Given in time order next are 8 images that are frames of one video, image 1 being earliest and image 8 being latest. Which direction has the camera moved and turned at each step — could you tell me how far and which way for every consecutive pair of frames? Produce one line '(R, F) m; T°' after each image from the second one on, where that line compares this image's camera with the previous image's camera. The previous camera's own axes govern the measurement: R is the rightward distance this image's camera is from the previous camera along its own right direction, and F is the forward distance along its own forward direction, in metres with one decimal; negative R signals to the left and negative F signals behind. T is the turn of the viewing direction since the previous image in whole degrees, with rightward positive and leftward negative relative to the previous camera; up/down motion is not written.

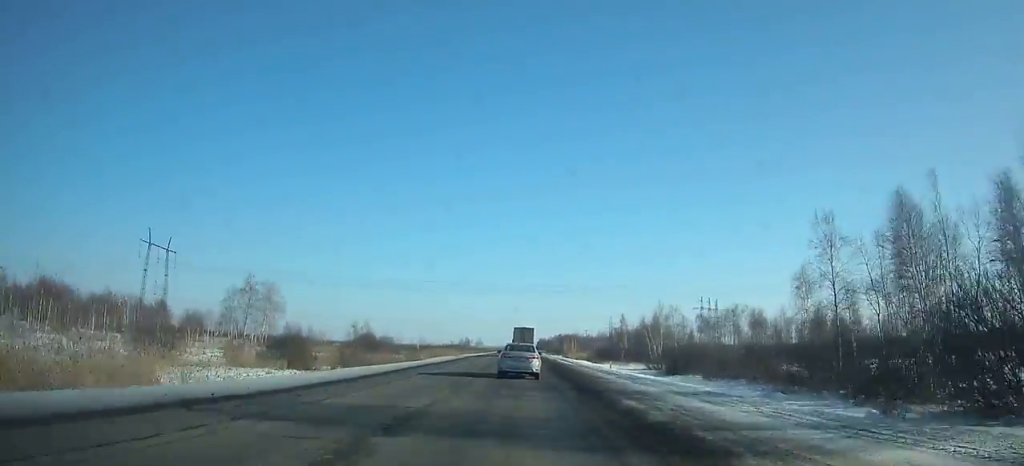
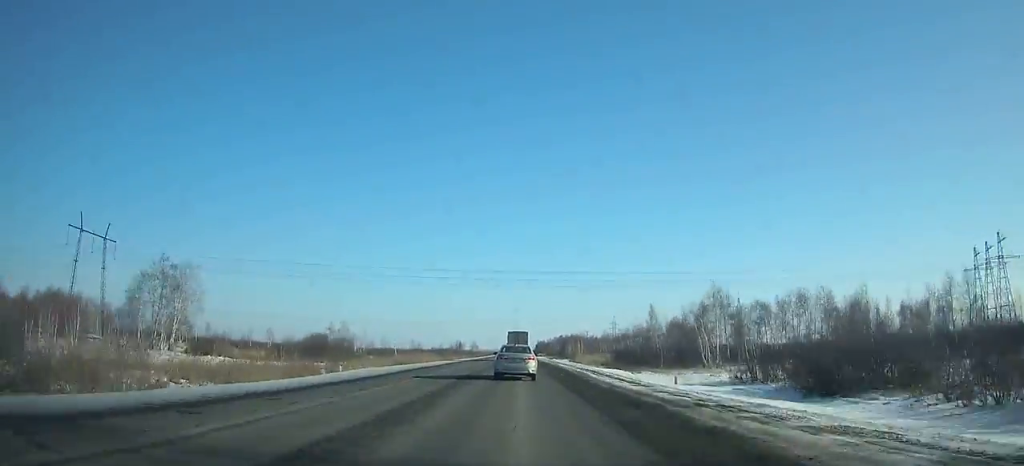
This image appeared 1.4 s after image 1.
(0.0, +31.6) m; 0°
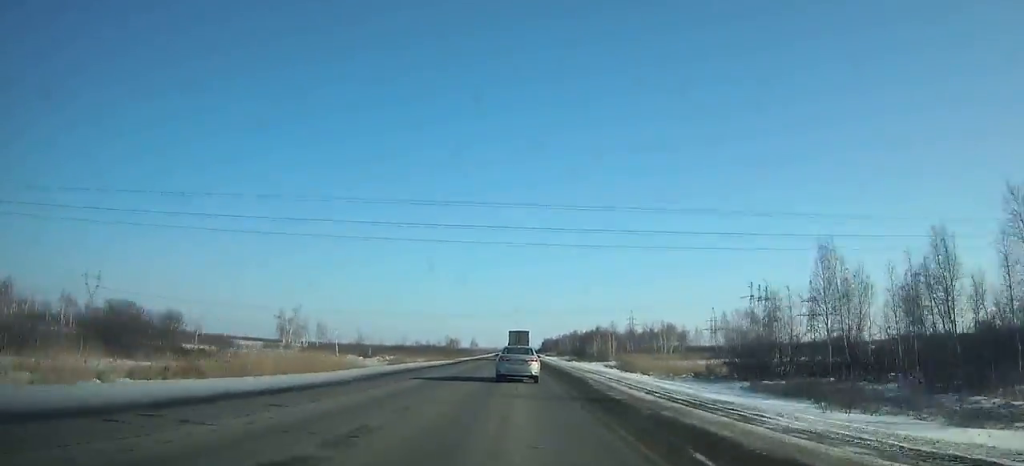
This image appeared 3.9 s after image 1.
(-0.1, +56.6) m; 0°
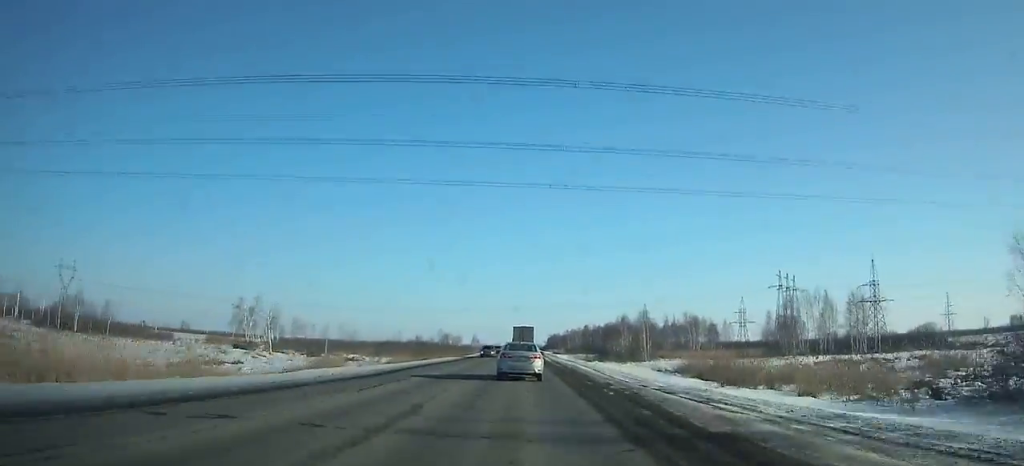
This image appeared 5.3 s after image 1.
(0.0, +31.6) m; 0°
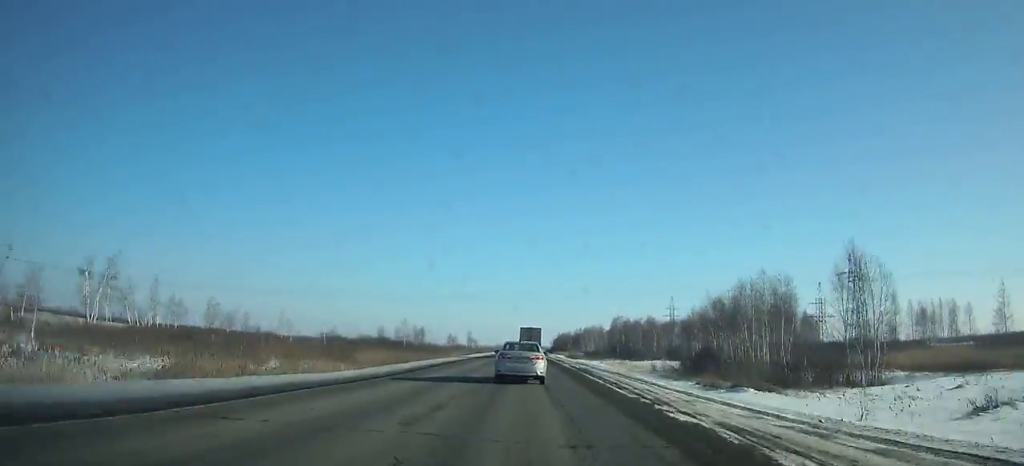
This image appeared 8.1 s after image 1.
(0.0, +63.0) m; 0°
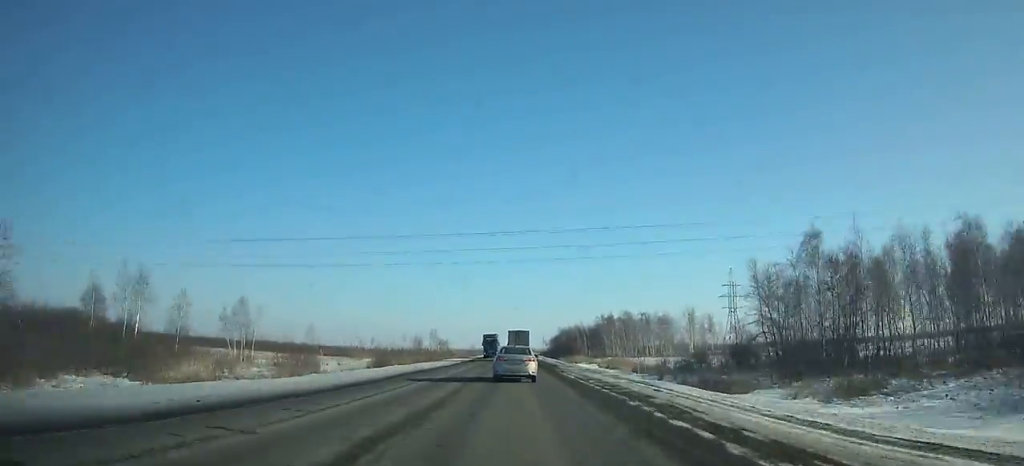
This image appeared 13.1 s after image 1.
(+0.7, +111.3) m; 0°
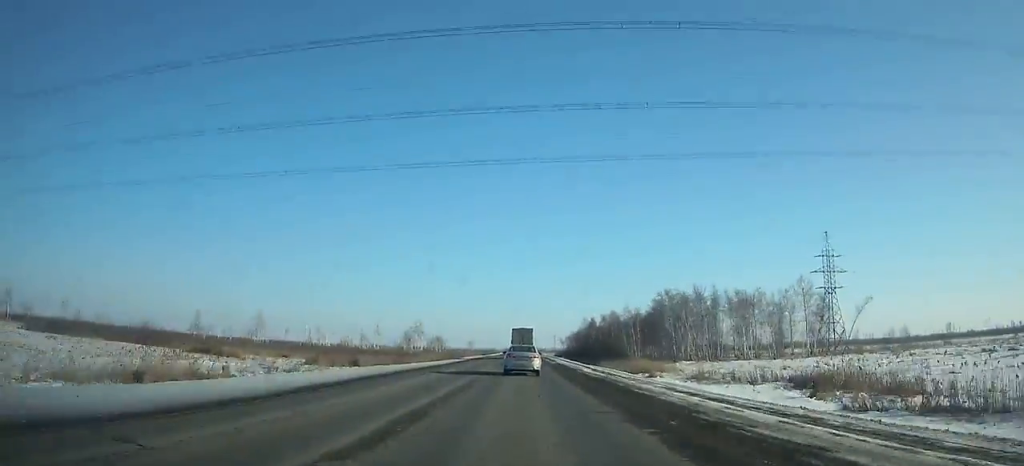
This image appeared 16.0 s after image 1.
(-0.4, +64.4) m; 0°
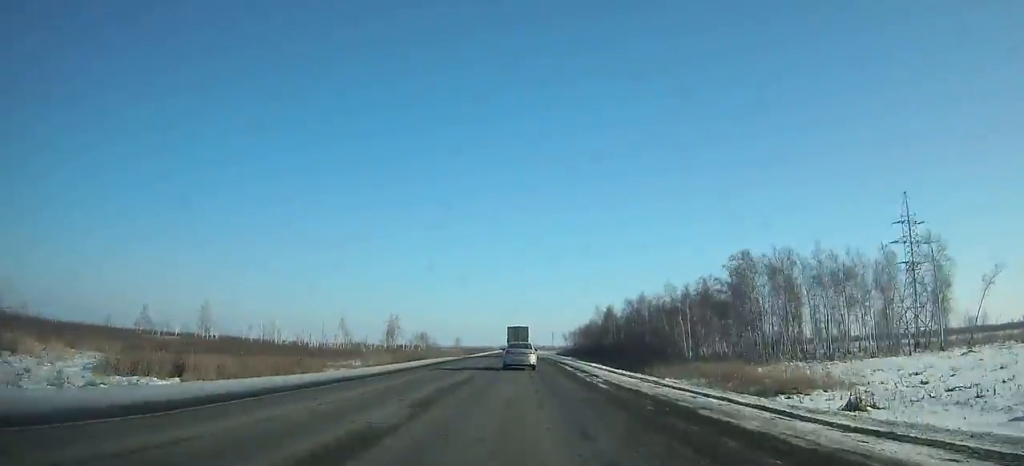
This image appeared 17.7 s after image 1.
(0.0, +37.8) m; 0°
